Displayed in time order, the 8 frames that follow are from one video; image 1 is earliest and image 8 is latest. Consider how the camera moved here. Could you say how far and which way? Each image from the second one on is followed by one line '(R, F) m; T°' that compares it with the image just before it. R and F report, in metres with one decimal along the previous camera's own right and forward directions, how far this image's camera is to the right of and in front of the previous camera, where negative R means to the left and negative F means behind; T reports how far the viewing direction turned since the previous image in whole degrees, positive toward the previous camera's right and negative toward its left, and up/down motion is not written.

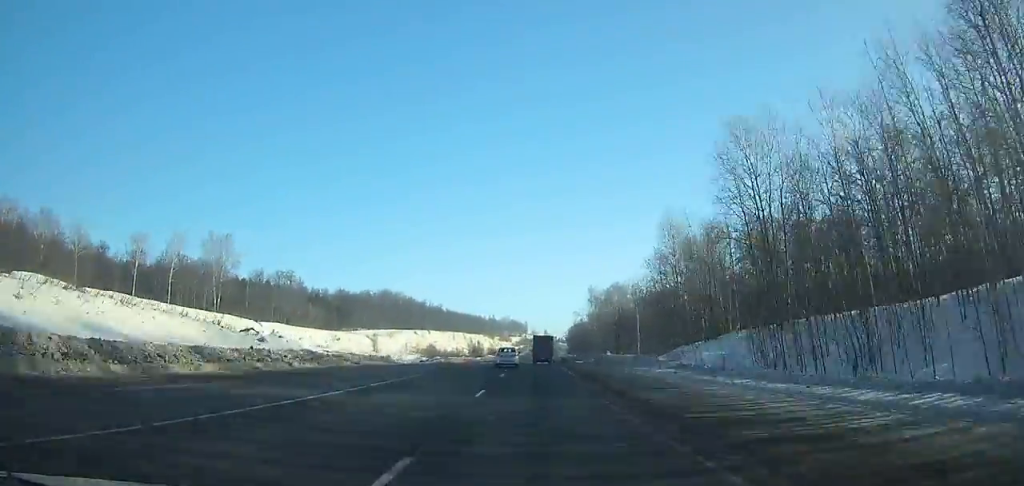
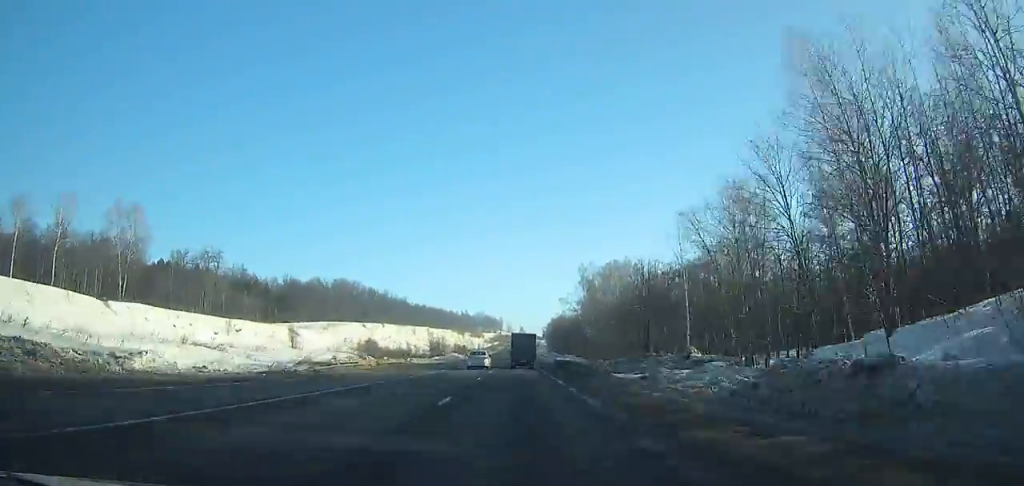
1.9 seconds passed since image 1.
(+1.0, +39.2) m; +1°
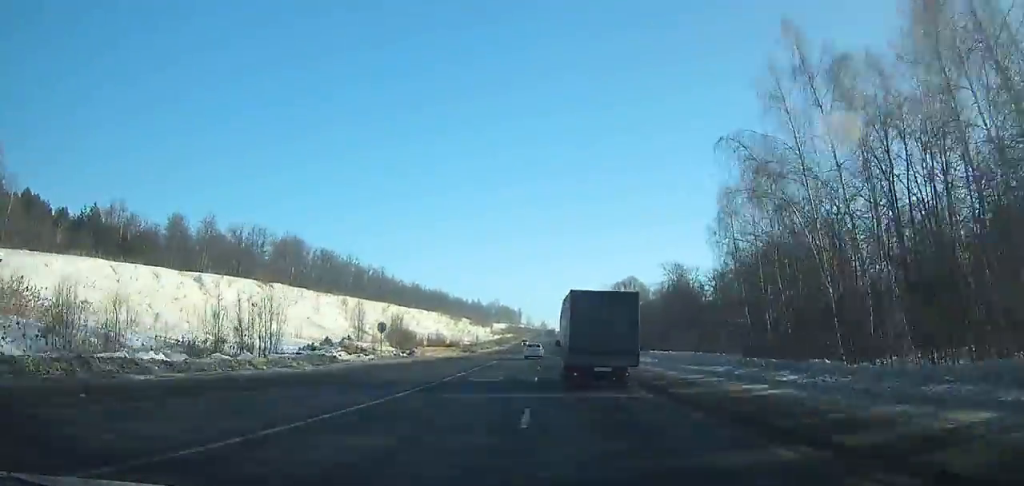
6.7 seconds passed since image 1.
(-0.1, +102.0) m; +2°
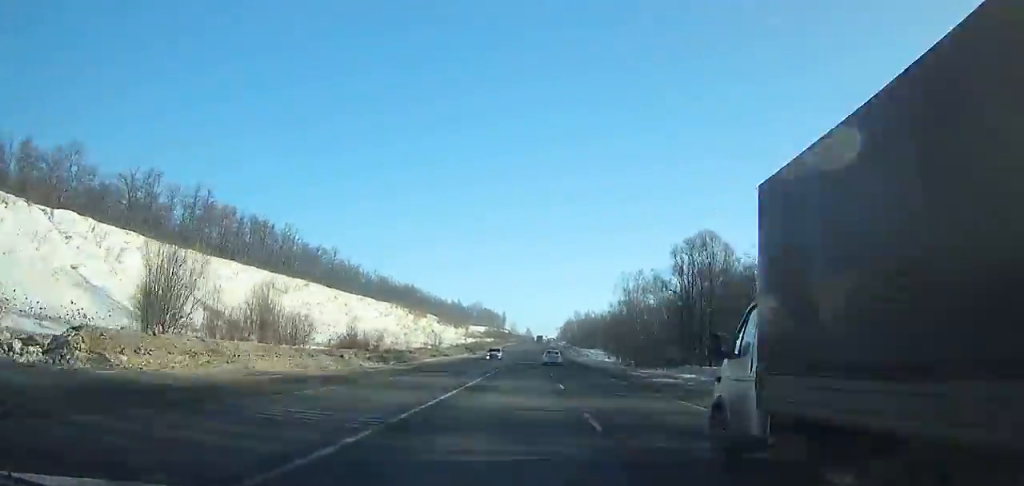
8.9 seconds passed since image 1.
(+1.8, +48.0) m; +1°
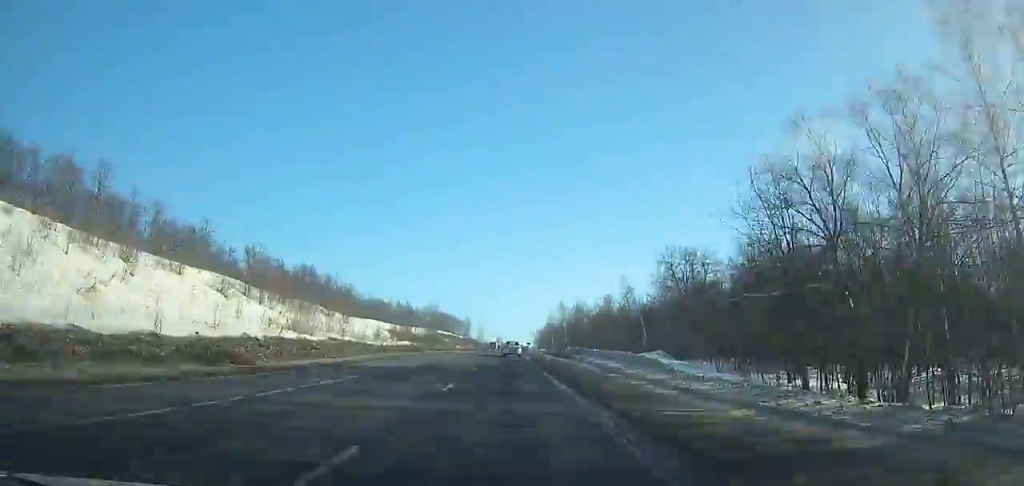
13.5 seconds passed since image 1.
(-0.1, +100.6) m; 0°
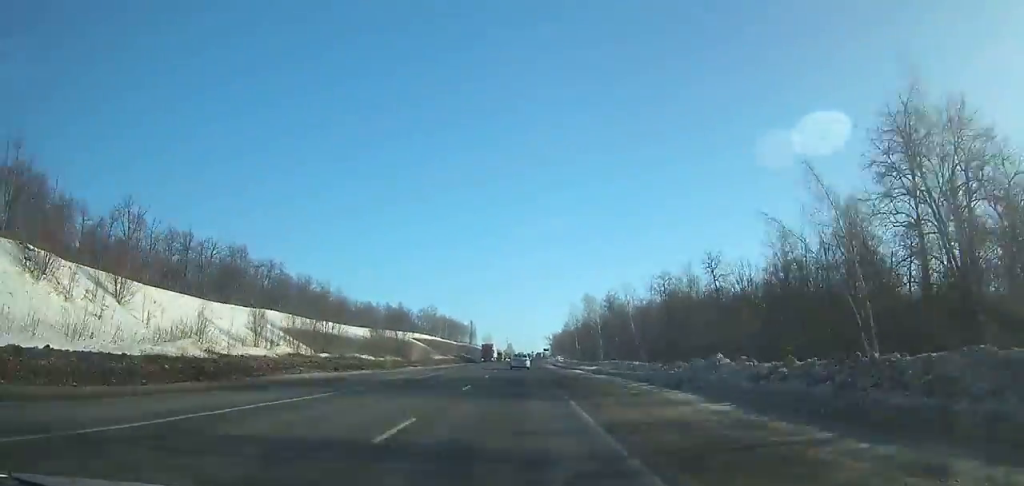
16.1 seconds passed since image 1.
(0.0, +55.8) m; 0°
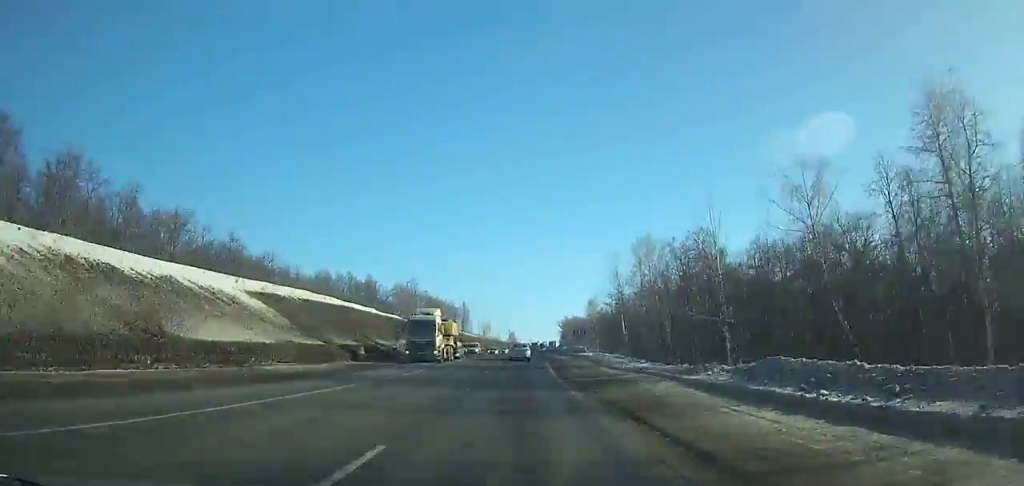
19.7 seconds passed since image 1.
(+0.1, +74.4) m; 0°
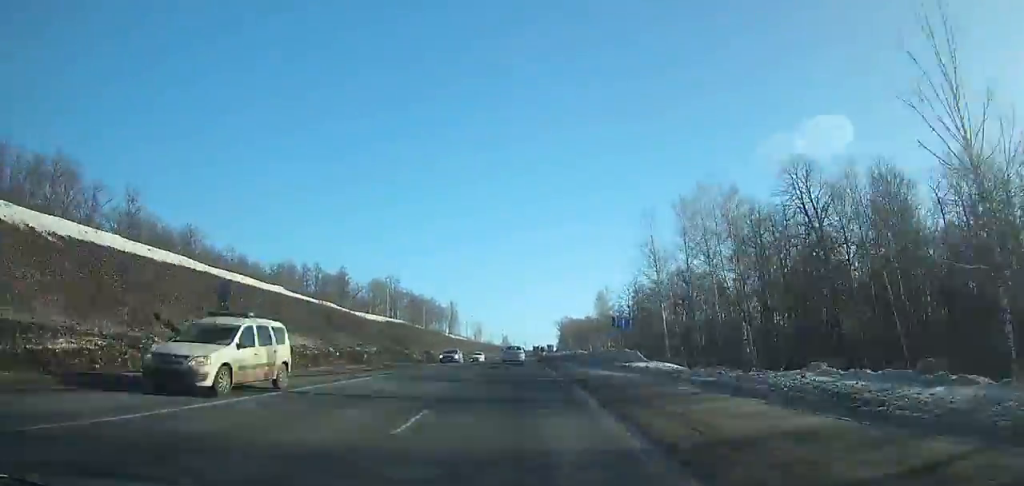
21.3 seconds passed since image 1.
(+0.4, +32.0) m; 0°
